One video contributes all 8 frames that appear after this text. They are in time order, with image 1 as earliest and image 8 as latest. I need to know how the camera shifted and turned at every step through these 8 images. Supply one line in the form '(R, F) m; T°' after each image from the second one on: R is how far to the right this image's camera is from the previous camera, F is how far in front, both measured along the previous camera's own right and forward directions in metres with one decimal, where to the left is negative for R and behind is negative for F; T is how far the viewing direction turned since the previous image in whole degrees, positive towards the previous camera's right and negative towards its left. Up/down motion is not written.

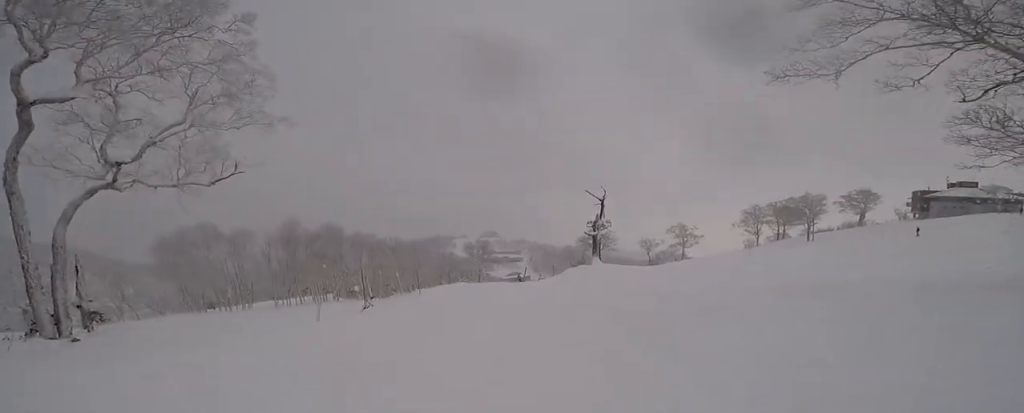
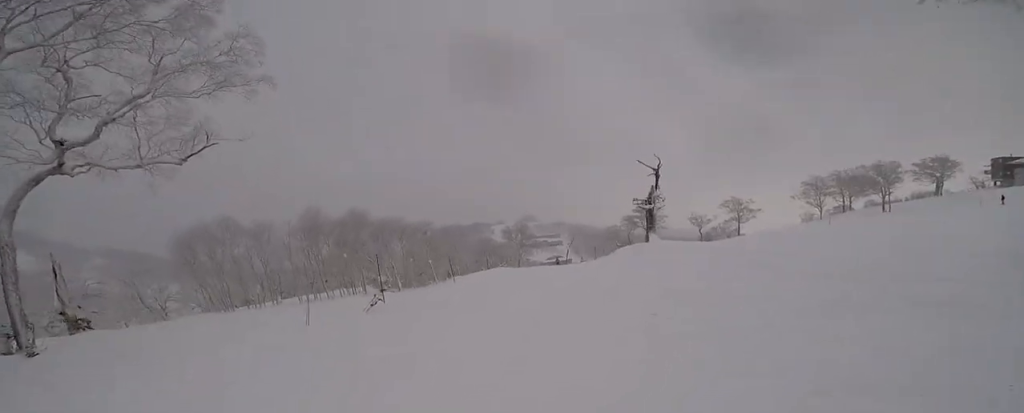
(0.0, +3.6) m; 0°
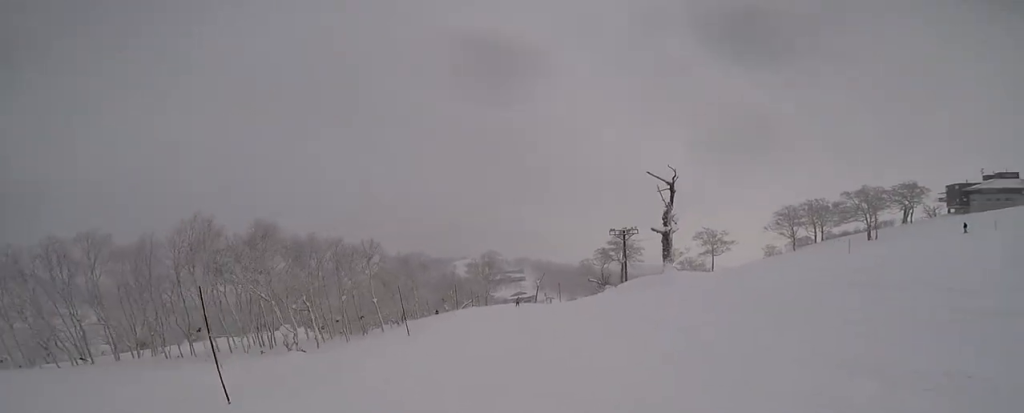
(0.0, +8.1) m; +5°
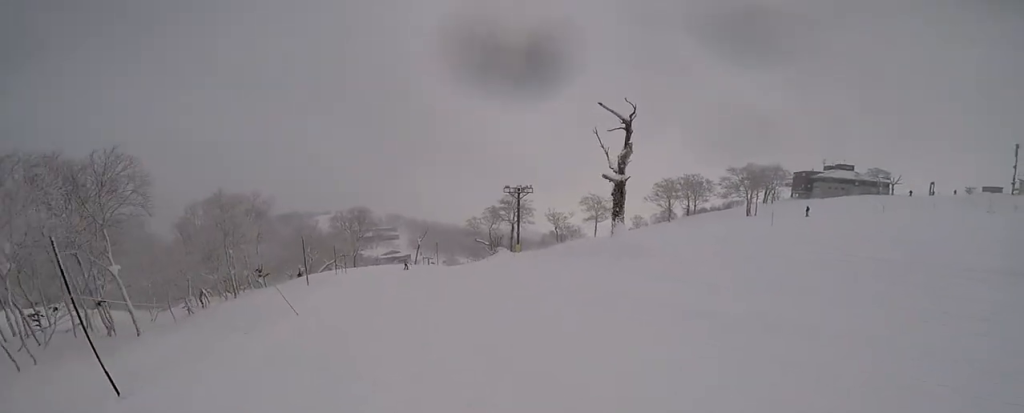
(+1.1, +8.7) m; +13°
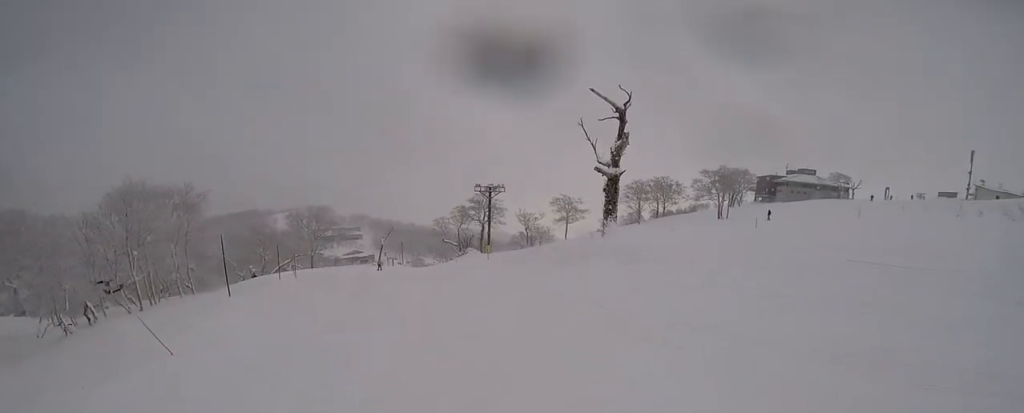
(+0.1, +2.7) m; +1°
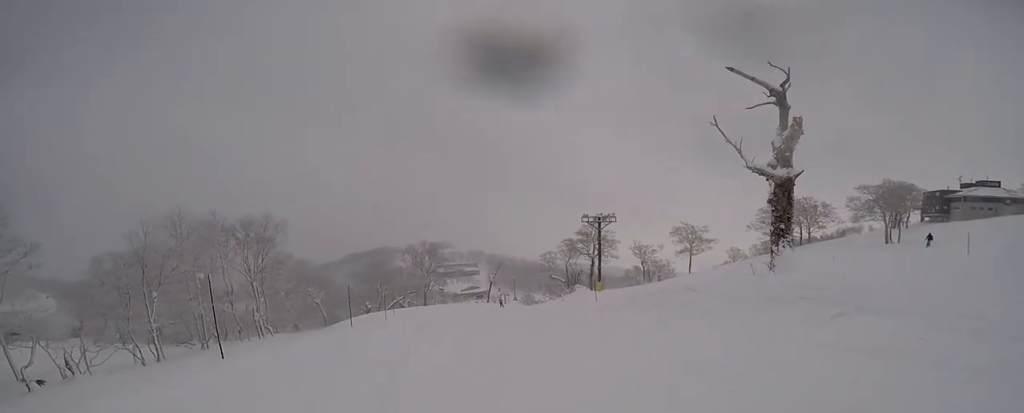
(+0.1, +5.2) m; -4°
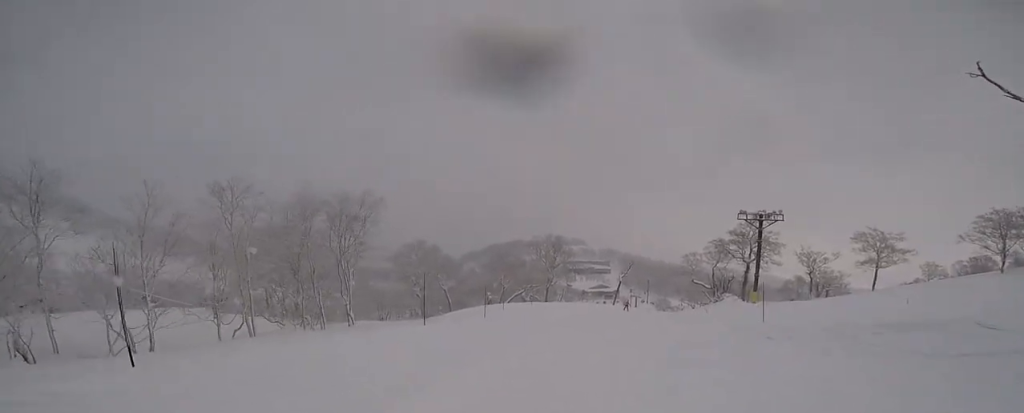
(-0.4, +5.1) m; -9°
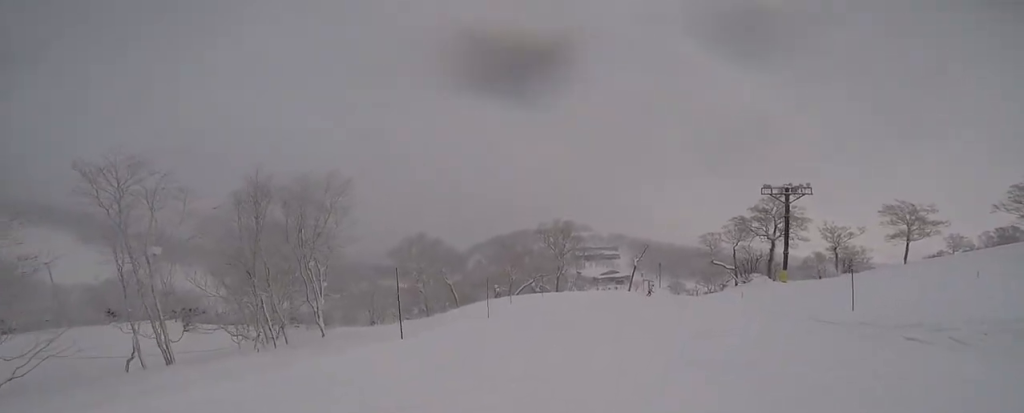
(-0.4, +3.9) m; -5°
